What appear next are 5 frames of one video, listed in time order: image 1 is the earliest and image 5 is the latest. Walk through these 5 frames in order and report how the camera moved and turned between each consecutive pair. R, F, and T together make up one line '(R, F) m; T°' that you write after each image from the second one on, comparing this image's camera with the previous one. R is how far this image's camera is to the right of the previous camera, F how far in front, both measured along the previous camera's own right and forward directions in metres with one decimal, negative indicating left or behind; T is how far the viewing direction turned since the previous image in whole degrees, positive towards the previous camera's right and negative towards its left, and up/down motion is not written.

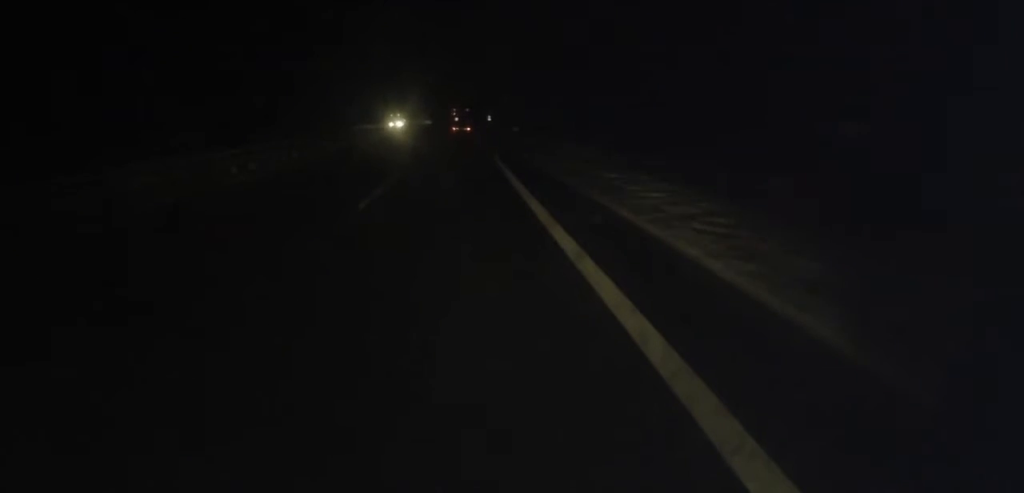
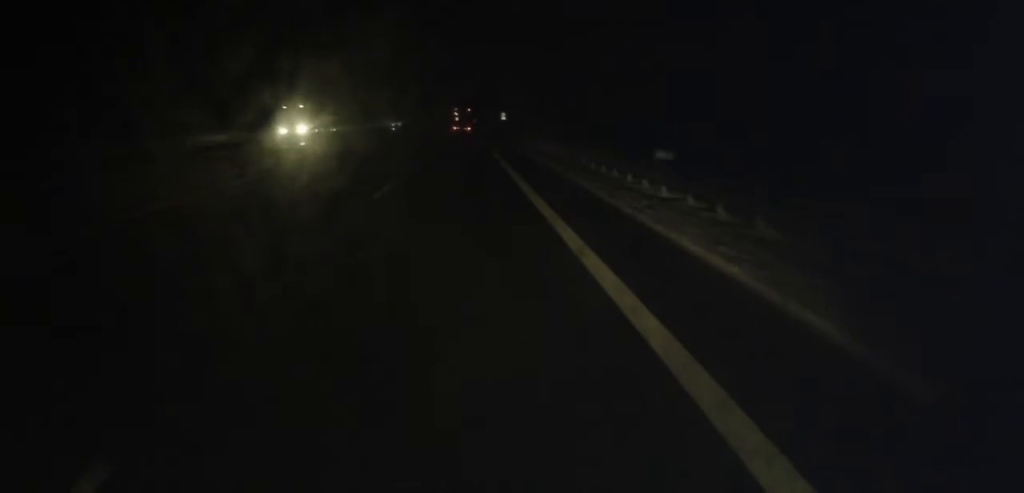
(+0.1, +50.9) m; 0°
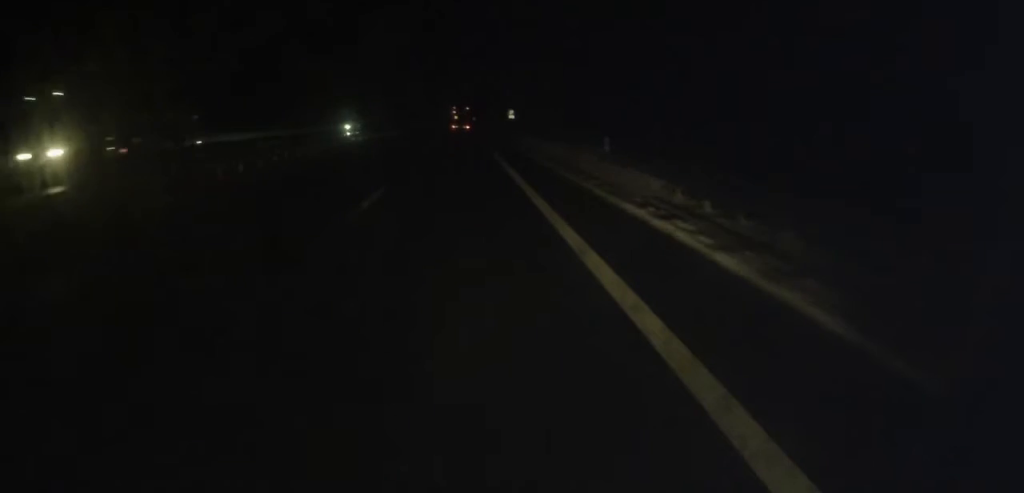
(0.0, +19.7) m; 0°
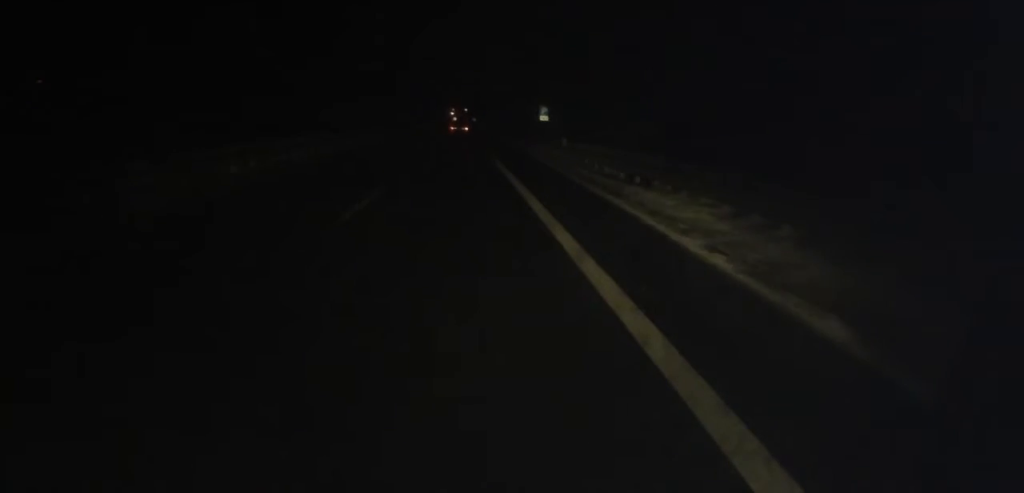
(0.0, +34.6) m; 0°
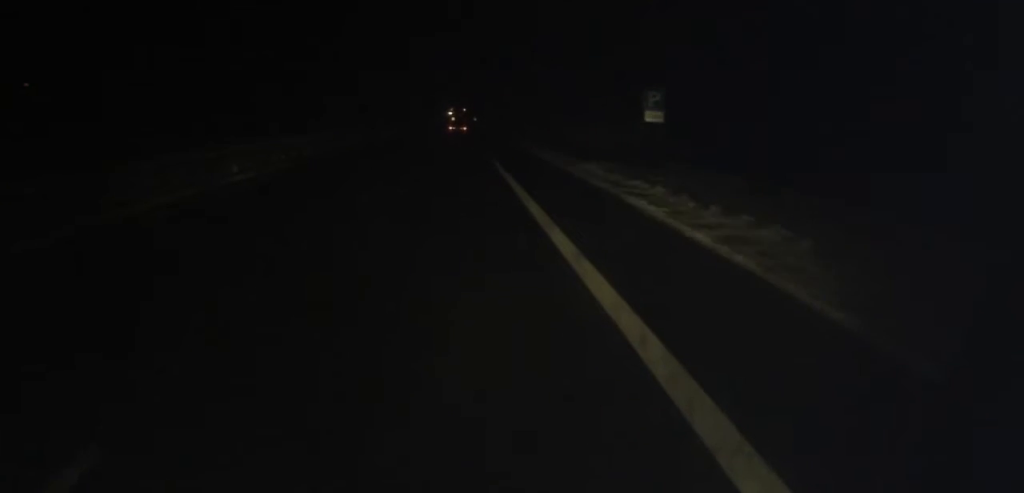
(0.0, +30.7) m; 0°
